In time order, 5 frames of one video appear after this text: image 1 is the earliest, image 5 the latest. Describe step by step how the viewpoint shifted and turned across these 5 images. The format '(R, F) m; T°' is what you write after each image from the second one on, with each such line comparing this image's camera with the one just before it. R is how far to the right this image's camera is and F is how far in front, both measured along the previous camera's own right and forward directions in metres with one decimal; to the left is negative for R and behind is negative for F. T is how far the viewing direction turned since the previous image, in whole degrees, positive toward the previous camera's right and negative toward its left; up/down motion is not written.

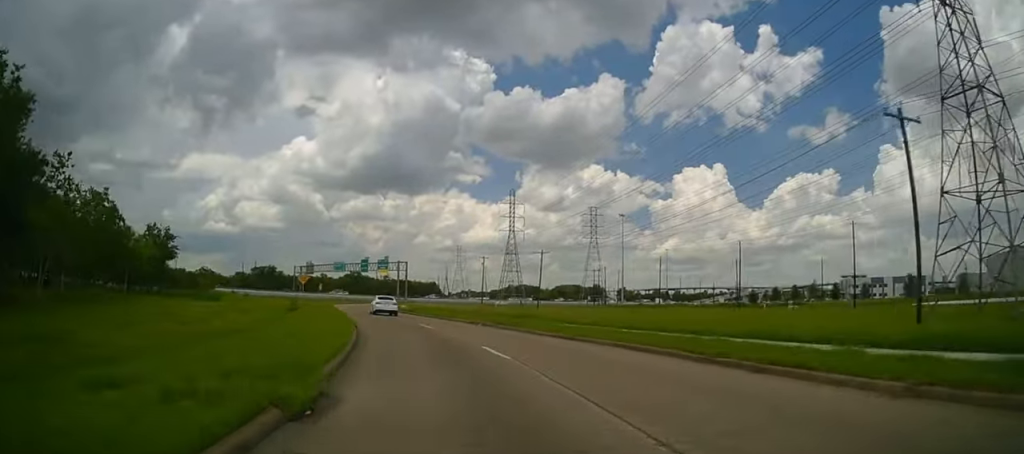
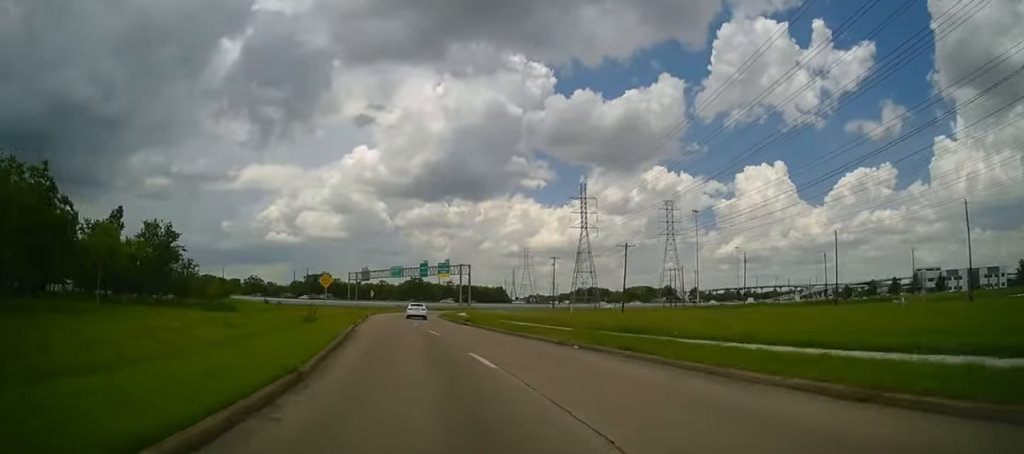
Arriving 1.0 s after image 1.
(-1.0, +13.7) m; -7°
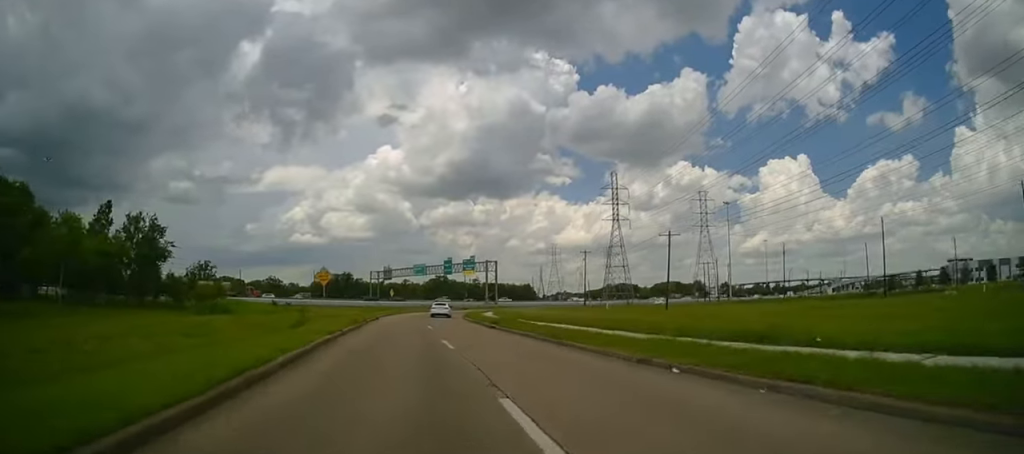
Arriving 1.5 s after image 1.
(-0.2, +7.6) m; -2°
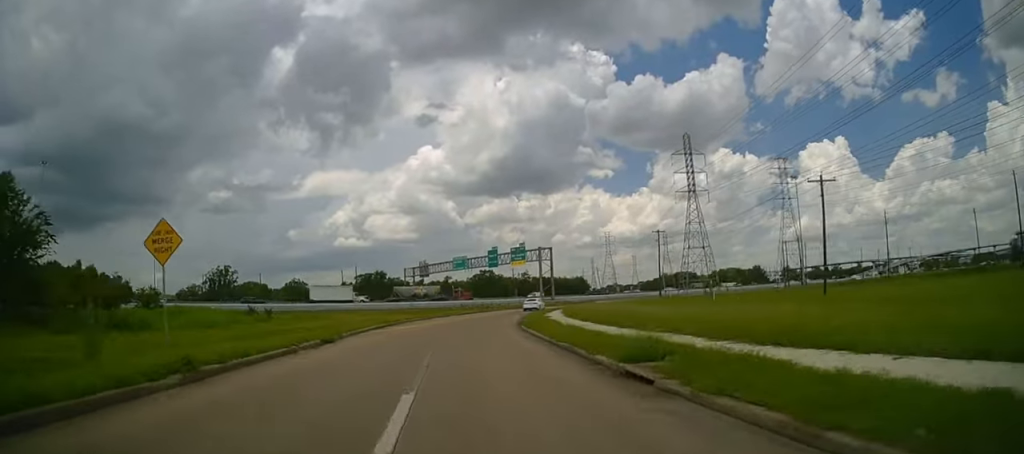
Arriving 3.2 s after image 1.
(-1.1, +24.1) m; -4°
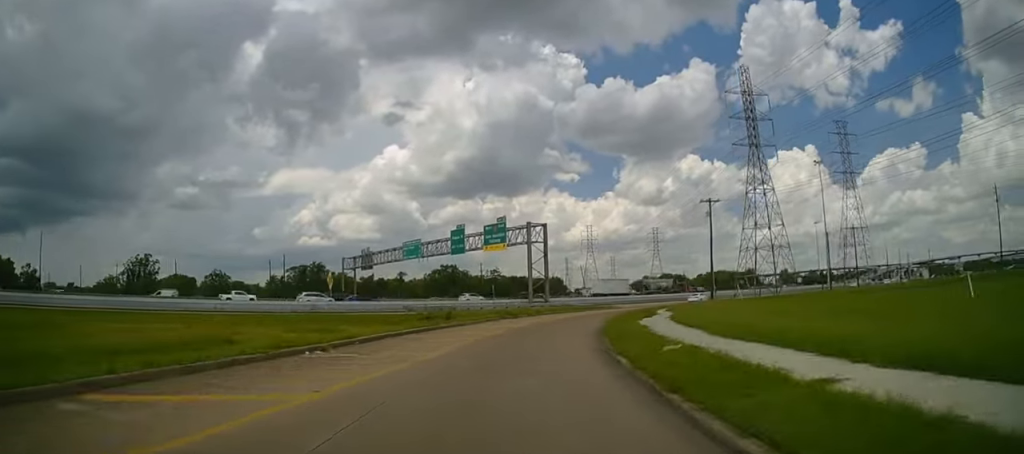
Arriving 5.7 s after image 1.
(-1.5, +38.1) m; +1°
